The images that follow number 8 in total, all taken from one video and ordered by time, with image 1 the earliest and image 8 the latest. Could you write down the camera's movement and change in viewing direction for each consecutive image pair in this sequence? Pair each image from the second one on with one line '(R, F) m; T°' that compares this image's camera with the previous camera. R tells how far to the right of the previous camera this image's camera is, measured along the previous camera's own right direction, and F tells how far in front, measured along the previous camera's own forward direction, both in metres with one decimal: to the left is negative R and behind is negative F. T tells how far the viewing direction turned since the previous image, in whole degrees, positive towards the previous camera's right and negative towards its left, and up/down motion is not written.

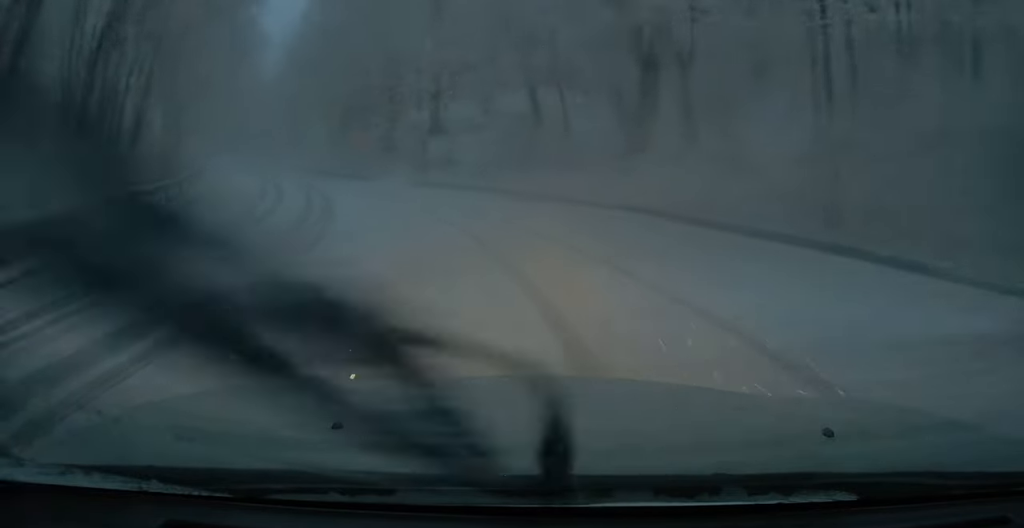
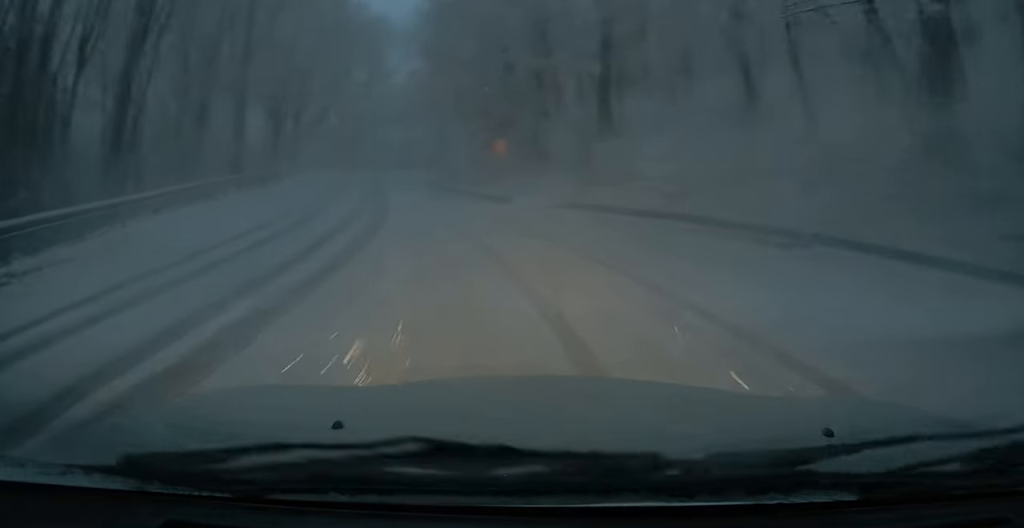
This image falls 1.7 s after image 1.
(-1.8, +14.1) m; -10°
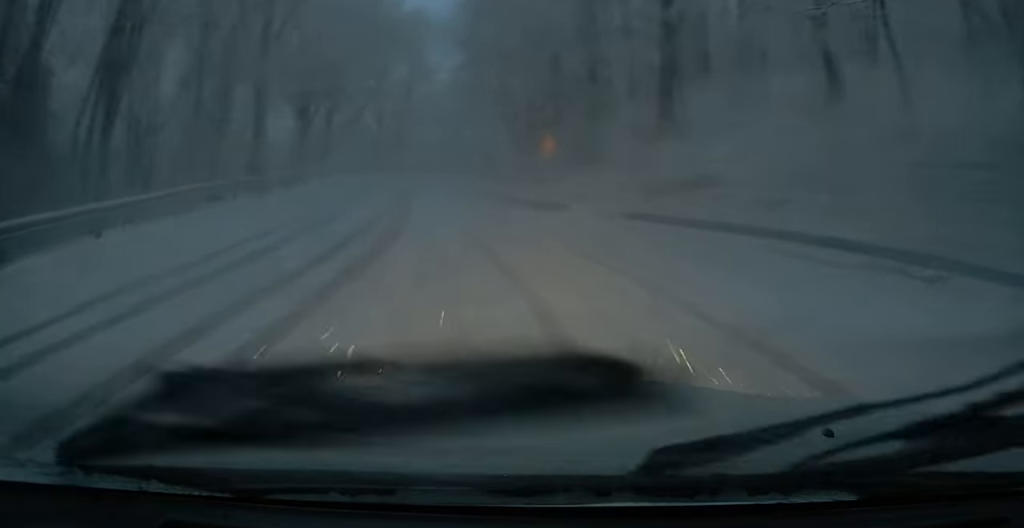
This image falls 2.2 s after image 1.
(0.0, +4.0) m; -1°
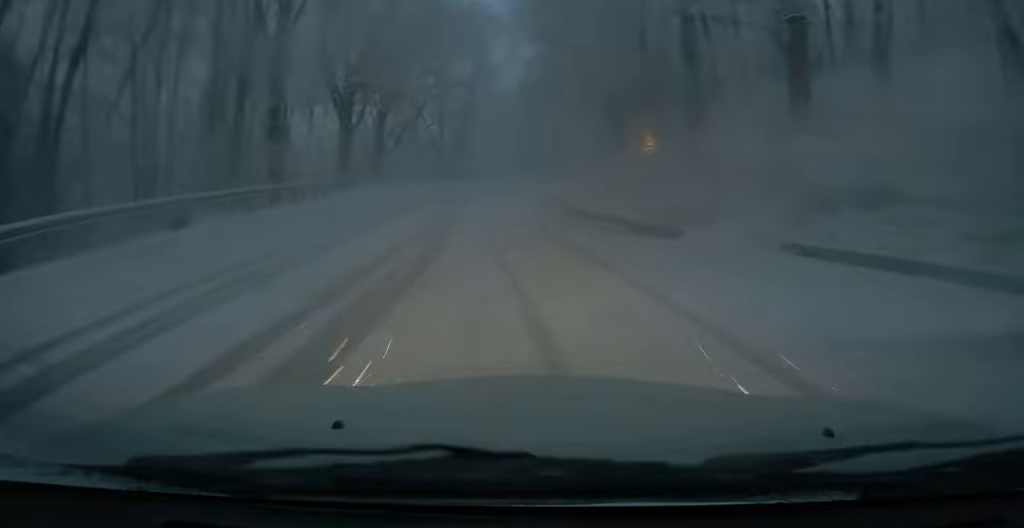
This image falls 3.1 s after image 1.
(+0.1, +7.3) m; 0°
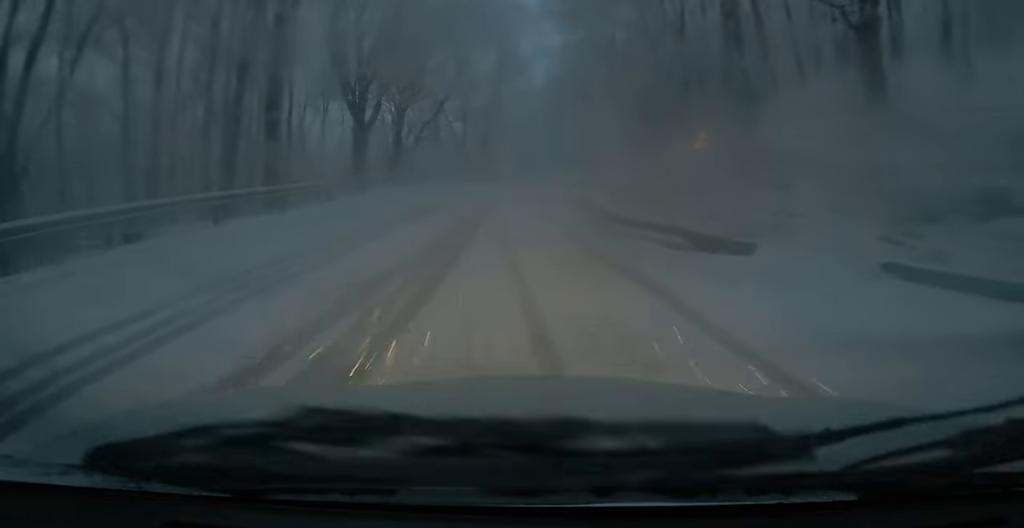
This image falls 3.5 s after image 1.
(-0.1, +3.3) m; 0°
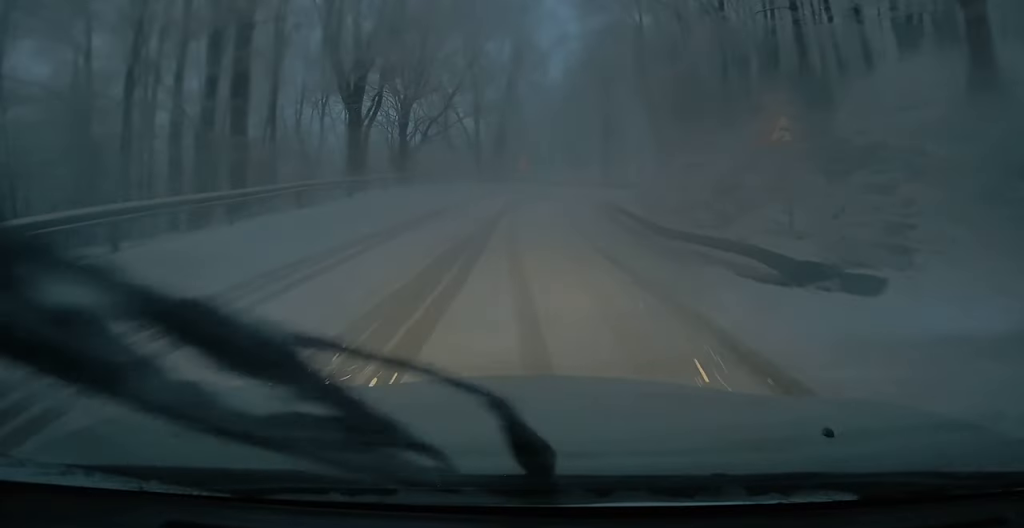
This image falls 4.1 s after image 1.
(0.0, +4.3) m; +1°
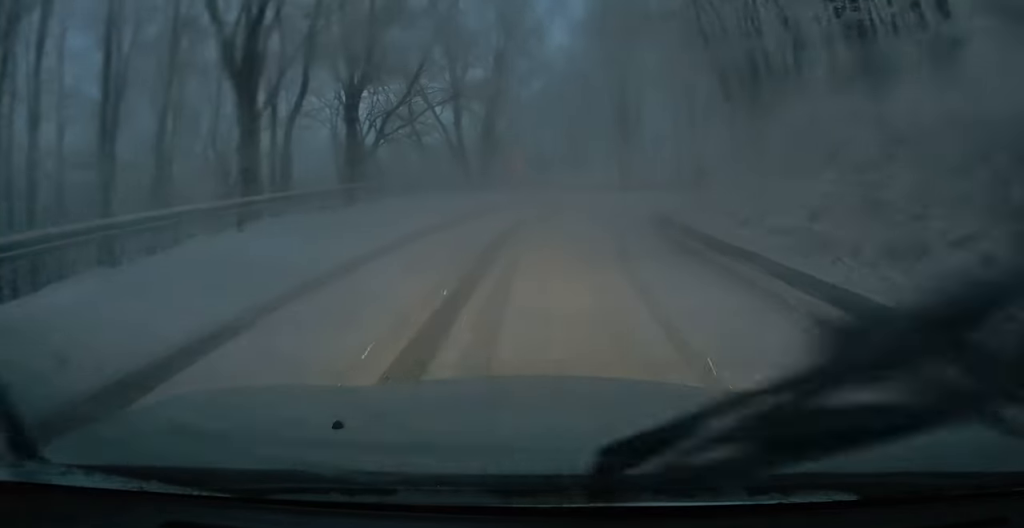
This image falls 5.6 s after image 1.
(+0.6, +12.1) m; +3°
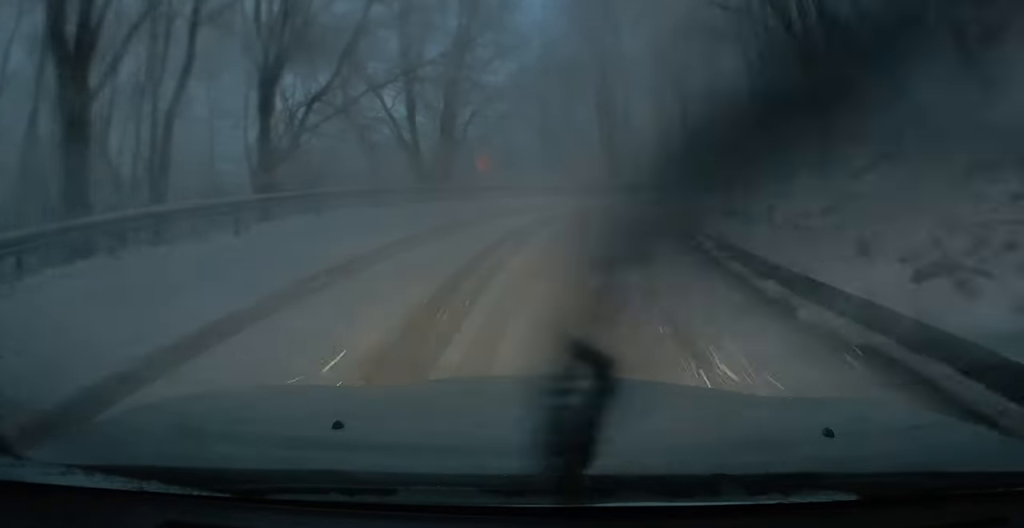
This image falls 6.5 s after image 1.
(-0.1, +7.2) m; -1°
